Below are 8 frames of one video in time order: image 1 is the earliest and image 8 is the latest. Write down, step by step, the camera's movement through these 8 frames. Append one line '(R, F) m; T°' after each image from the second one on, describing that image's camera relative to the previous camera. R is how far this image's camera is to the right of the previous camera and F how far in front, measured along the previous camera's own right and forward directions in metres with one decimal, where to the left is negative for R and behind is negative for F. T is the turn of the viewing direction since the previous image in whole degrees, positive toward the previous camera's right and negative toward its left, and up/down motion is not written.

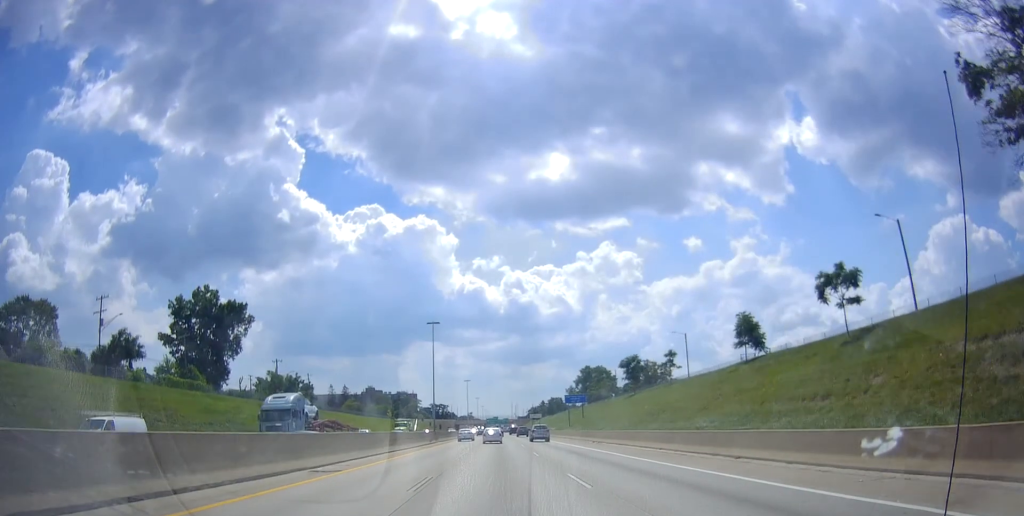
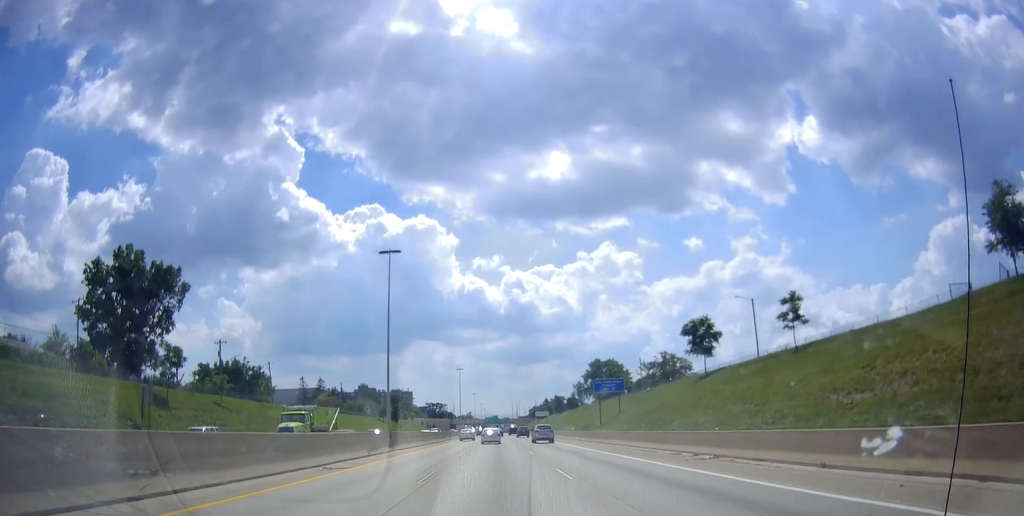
(0.0, +28.5) m; -1°
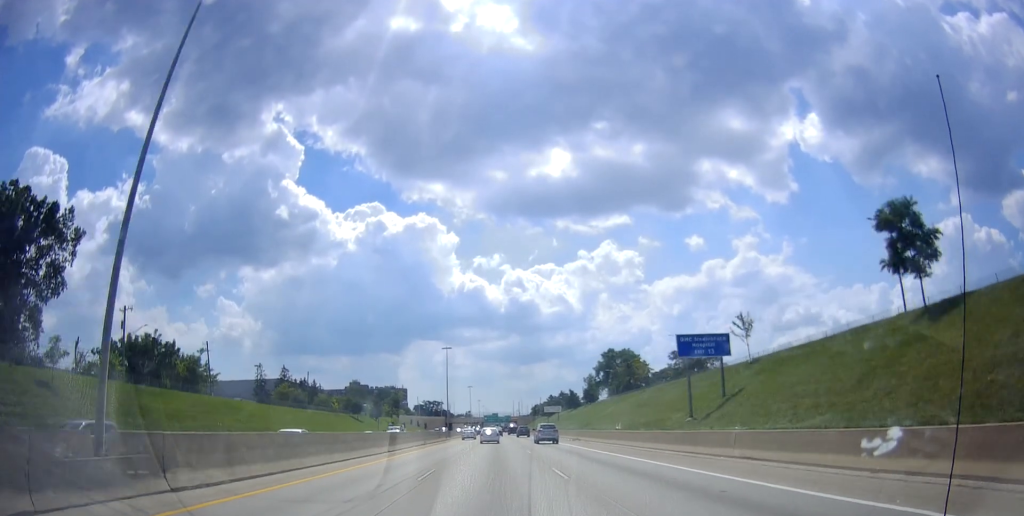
(-0.3, +30.5) m; 0°
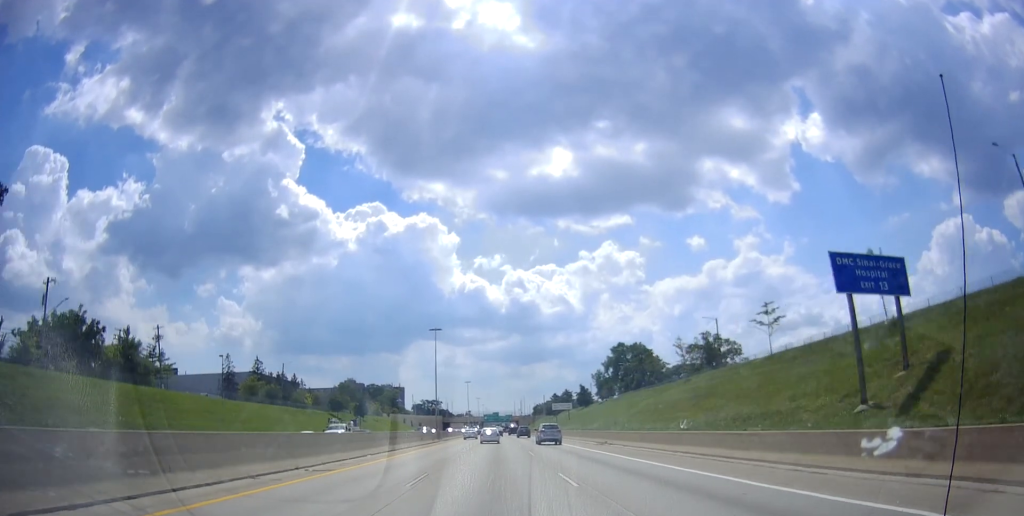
(0.0, +17.4) m; 0°
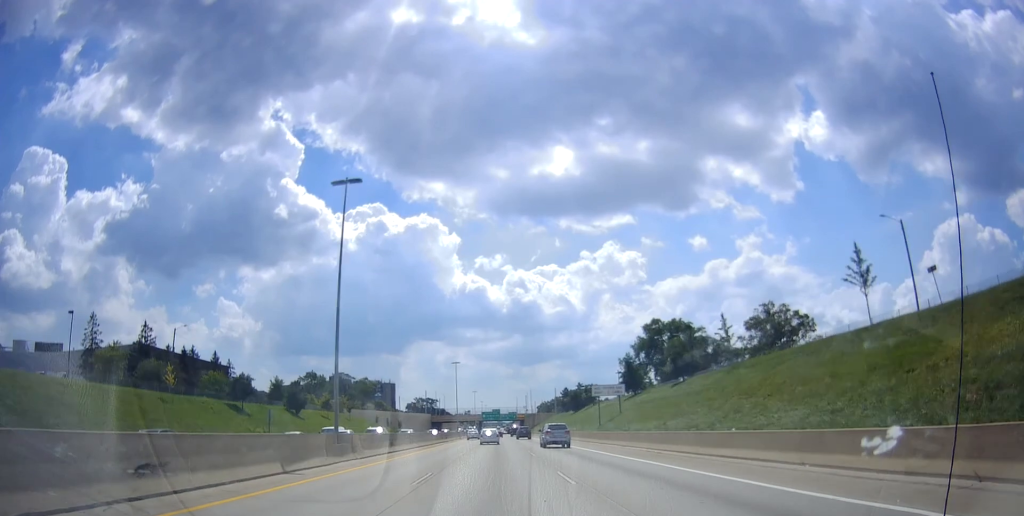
(-0.4, +45.5) m; -2°
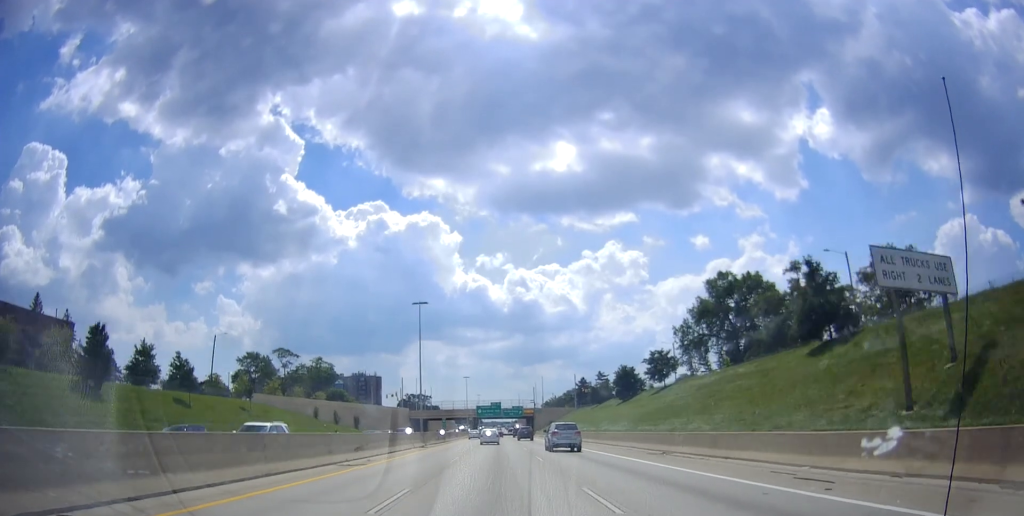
(0.0, +50.8) m; +1°
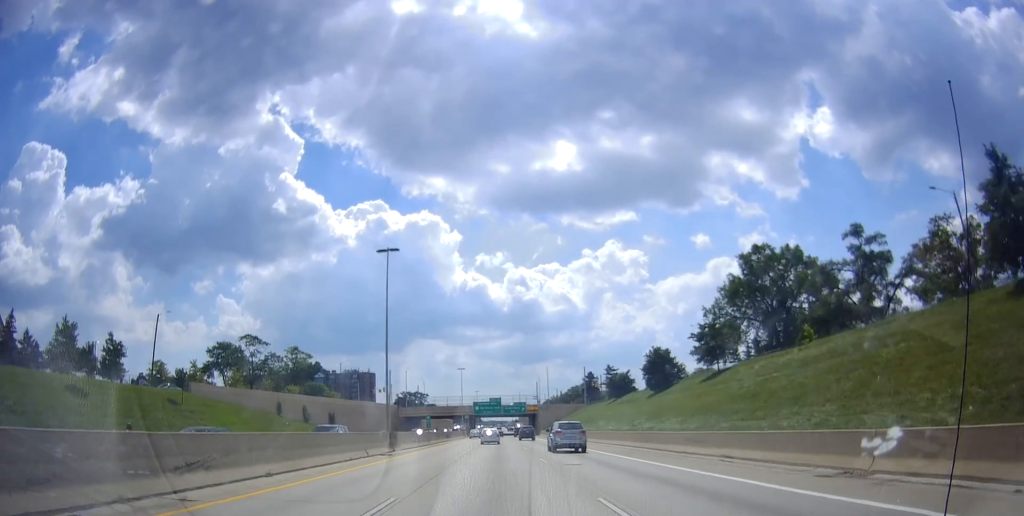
(+0.4, +17.3) m; 0°
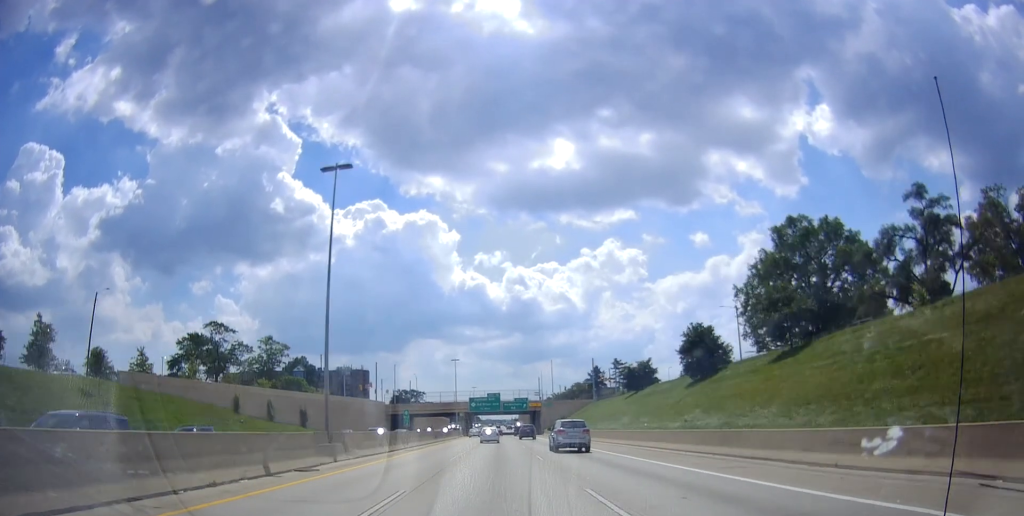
(0.0, +14.0) m; 0°
